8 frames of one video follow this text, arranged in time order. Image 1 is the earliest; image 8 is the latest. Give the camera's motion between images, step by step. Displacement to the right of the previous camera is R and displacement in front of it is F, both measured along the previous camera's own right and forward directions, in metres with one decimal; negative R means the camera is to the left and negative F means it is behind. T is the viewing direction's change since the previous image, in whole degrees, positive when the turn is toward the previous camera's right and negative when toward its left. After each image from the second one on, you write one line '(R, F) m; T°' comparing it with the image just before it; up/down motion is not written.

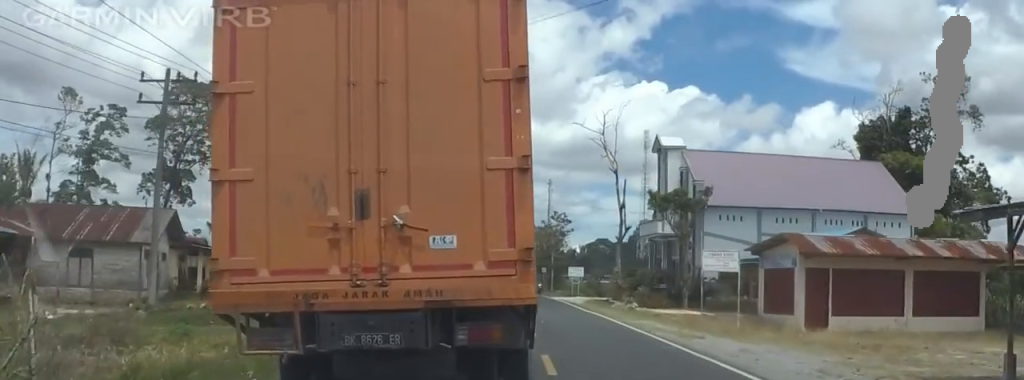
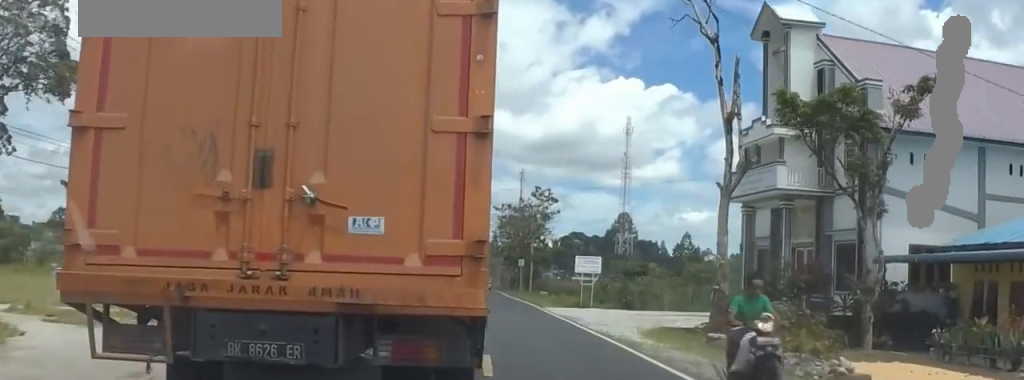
(-1.6, +33.3) m; 0°
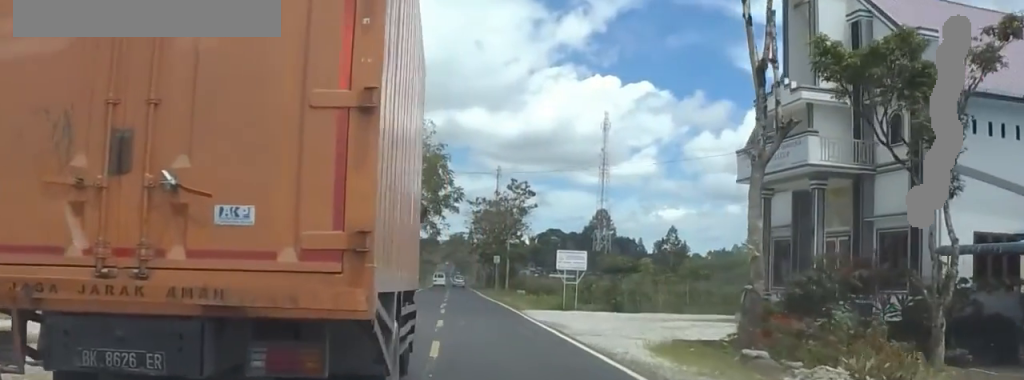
(+0.4, +5.9) m; +2°
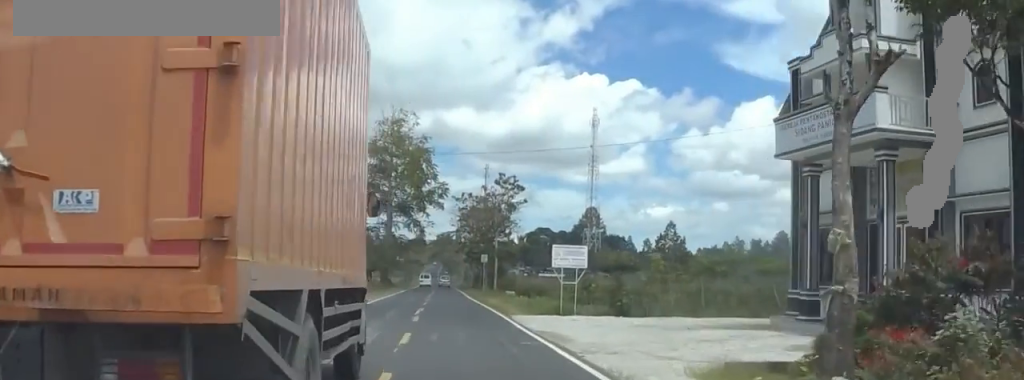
(+0.6, +5.5) m; +2°
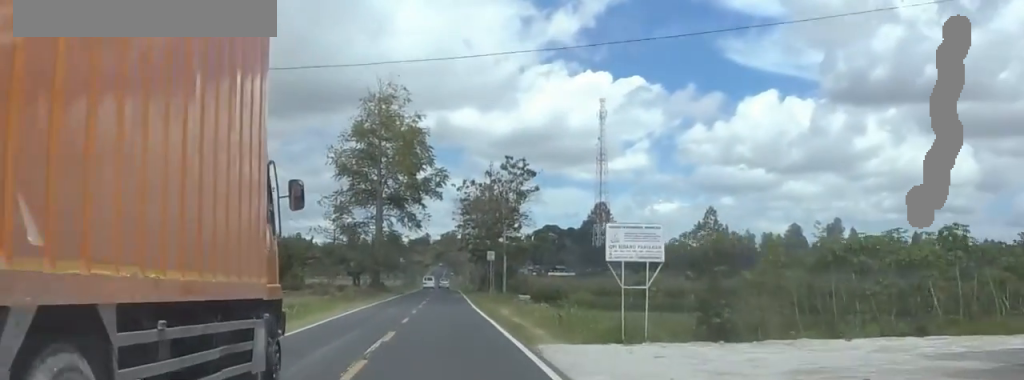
(-0.2, +13.0) m; -7°
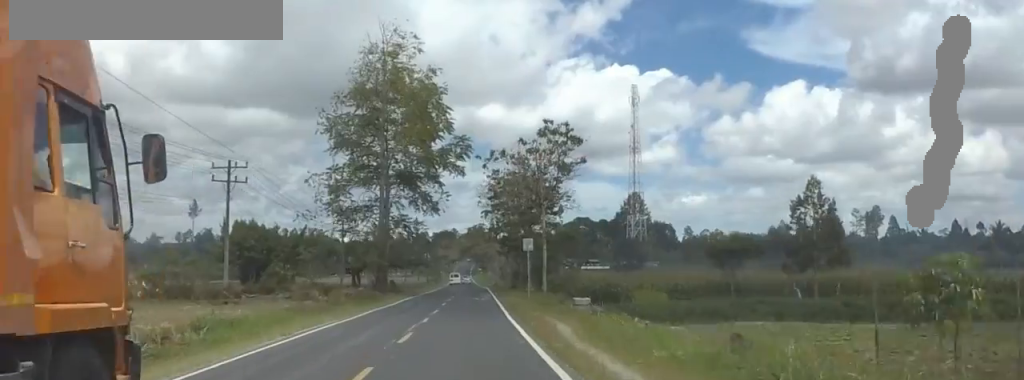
(-1.8, +16.5) m; -1°
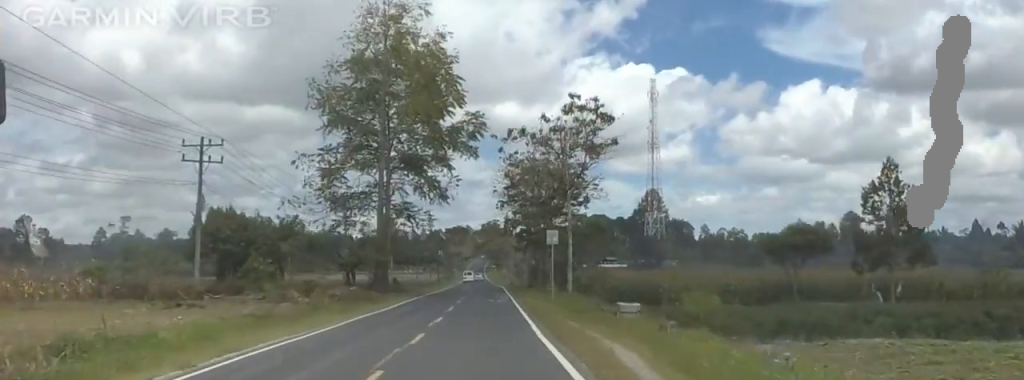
(+0.9, +8.5) m; +3°
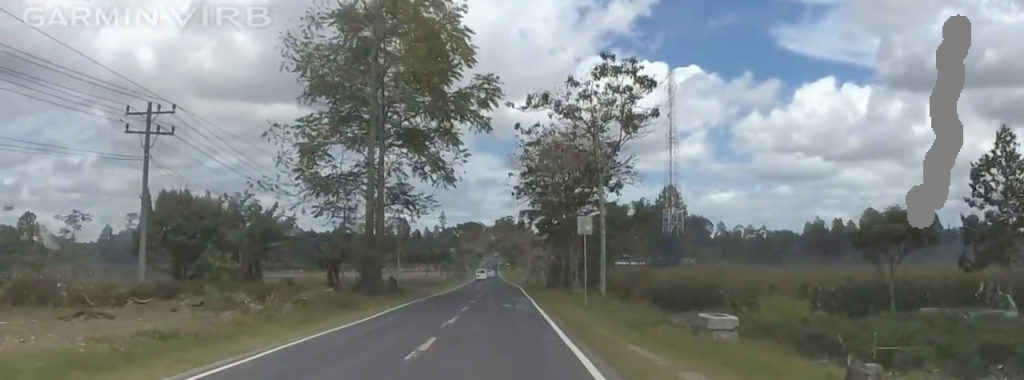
(+0.5, +9.8) m; +1°
